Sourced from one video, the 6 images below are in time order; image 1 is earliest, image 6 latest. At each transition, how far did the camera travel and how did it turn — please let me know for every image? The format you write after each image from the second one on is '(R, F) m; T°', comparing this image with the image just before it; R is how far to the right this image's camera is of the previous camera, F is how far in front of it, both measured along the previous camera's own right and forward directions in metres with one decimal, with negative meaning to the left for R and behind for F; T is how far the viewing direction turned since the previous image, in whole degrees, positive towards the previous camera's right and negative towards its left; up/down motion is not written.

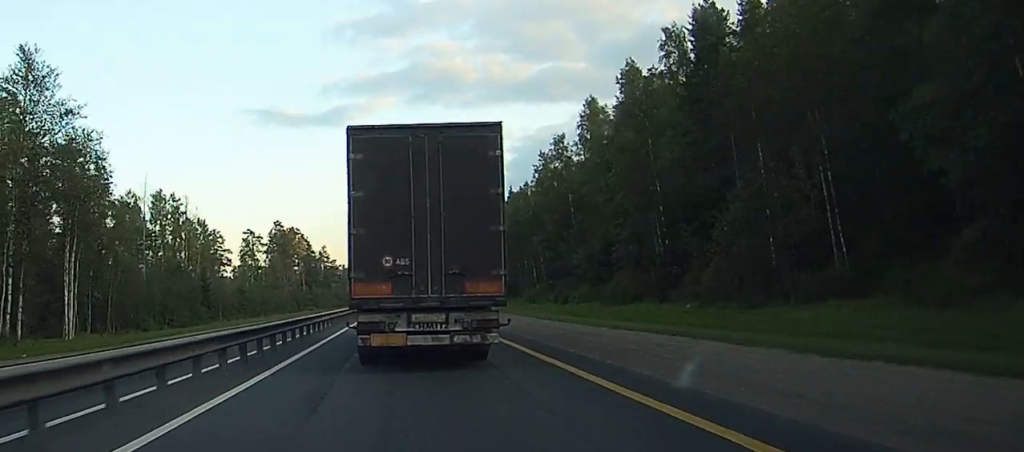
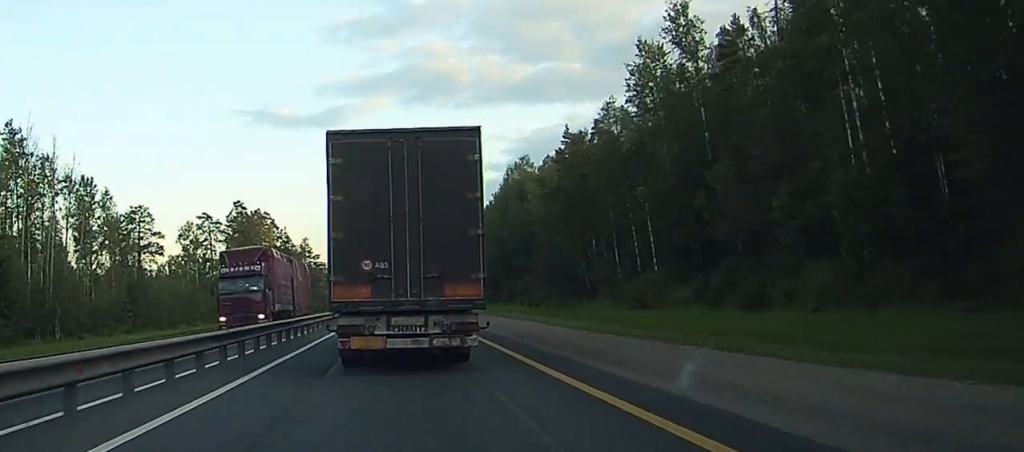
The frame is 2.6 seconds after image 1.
(0.0, +49.7) m; 0°
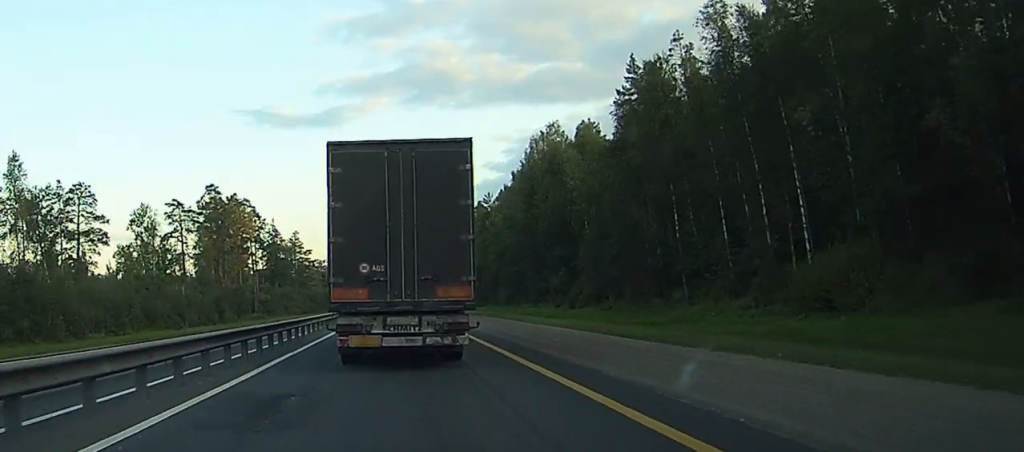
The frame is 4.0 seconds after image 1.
(+0.1, +29.2) m; +1°
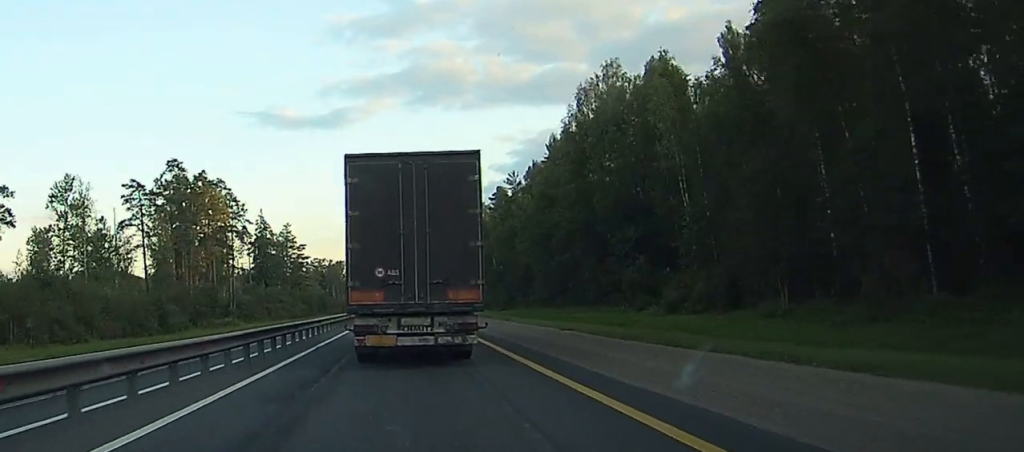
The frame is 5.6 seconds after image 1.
(+0.1, +36.9) m; 0°
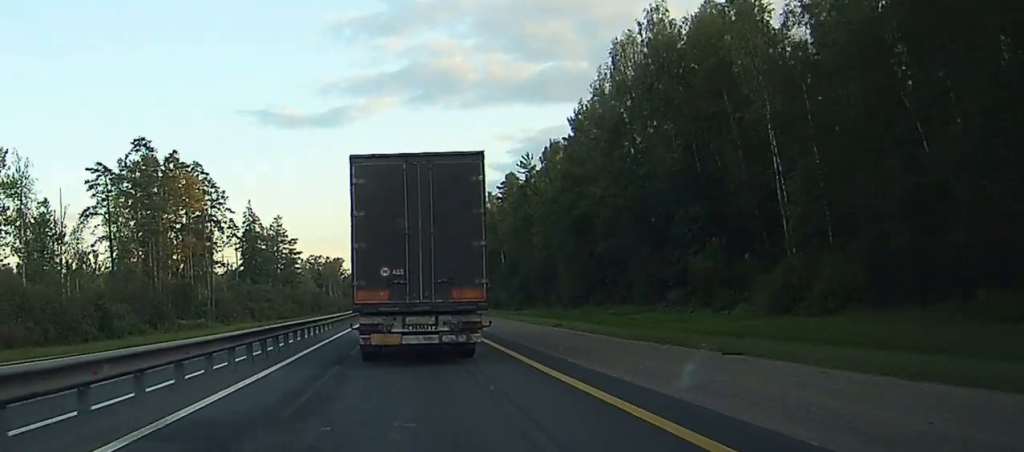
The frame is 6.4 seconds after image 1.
(-0.1, +20.6) m; 0°
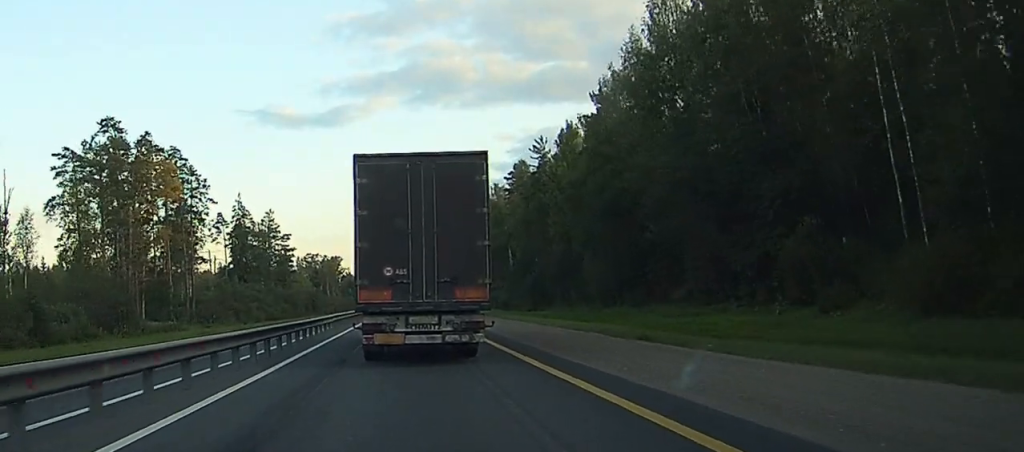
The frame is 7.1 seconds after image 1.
(0.0, +14.3) m; 0°
